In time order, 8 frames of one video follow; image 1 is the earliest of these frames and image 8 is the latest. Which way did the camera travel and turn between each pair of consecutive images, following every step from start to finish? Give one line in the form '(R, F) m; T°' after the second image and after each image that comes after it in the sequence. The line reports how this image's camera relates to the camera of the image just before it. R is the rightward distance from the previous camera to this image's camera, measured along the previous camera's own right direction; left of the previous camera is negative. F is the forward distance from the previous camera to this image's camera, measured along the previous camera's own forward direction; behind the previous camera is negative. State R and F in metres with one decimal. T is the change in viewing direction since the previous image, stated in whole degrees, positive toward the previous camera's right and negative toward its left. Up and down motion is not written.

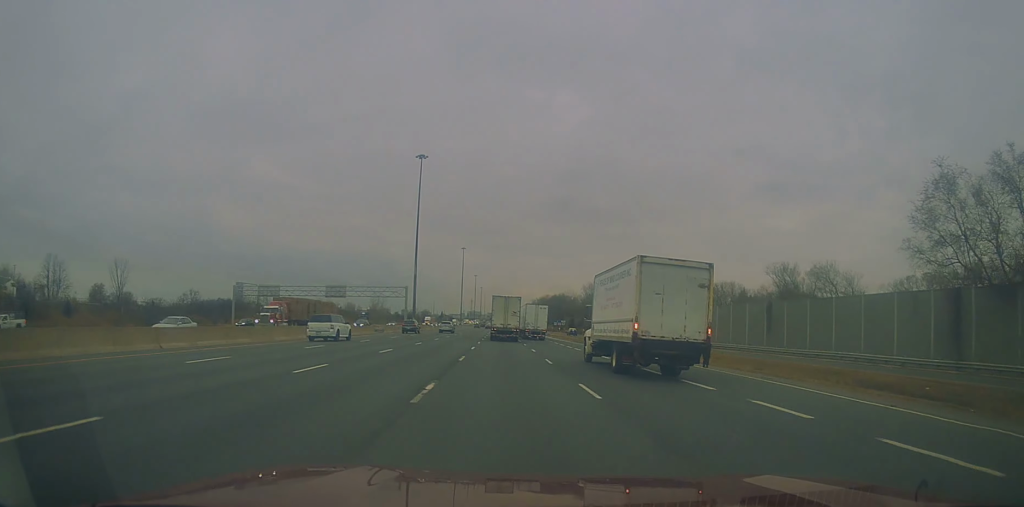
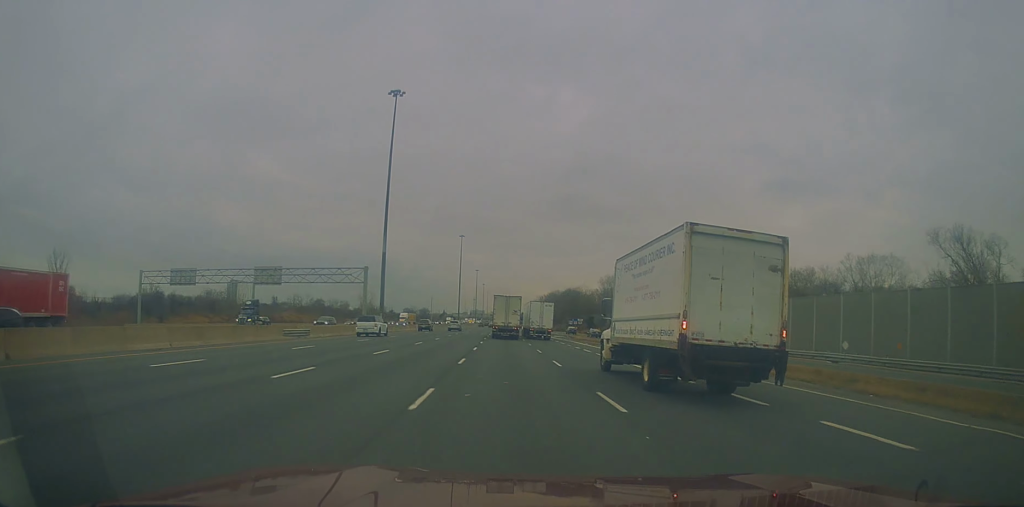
(+0.4, +35.3) m; 0°
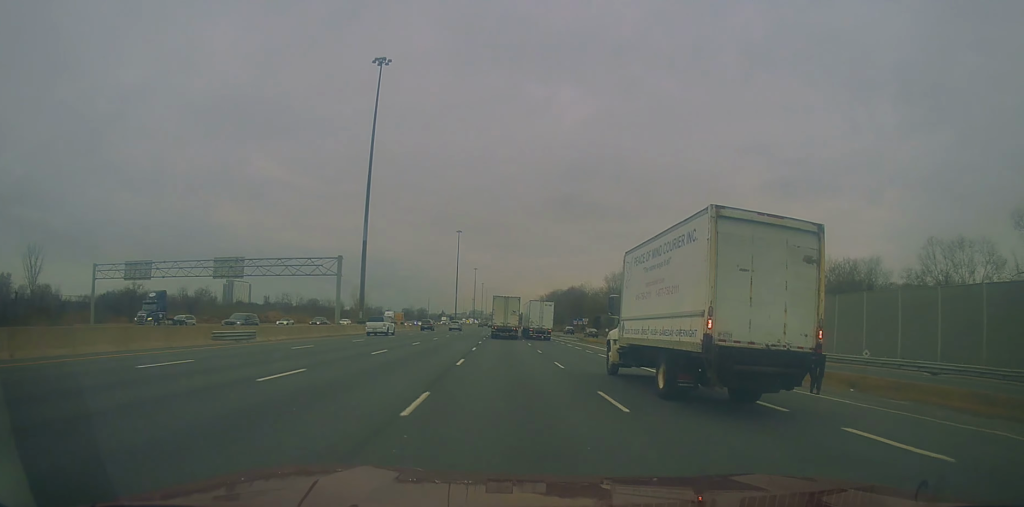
(+0.6, +11.8) m; -1°
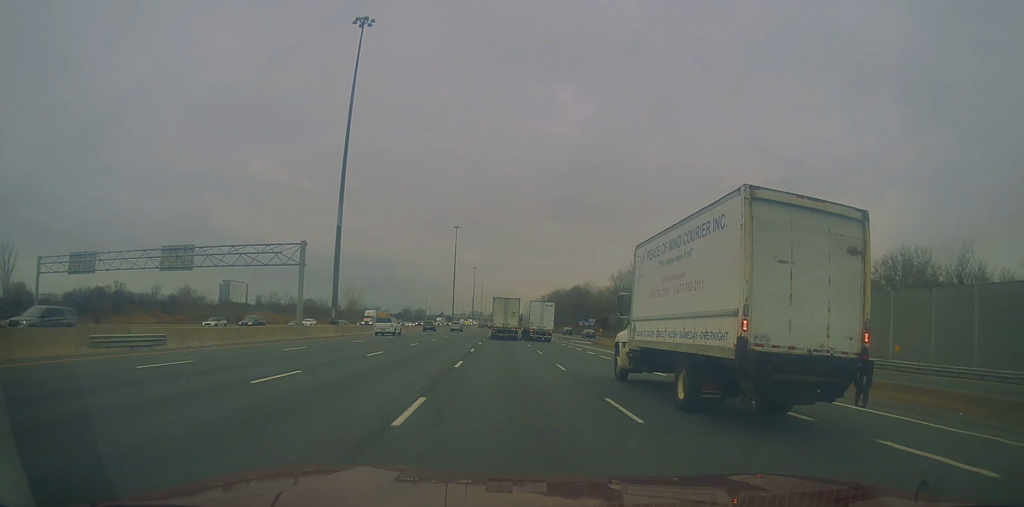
(-0.6, +11.8) m; -1°
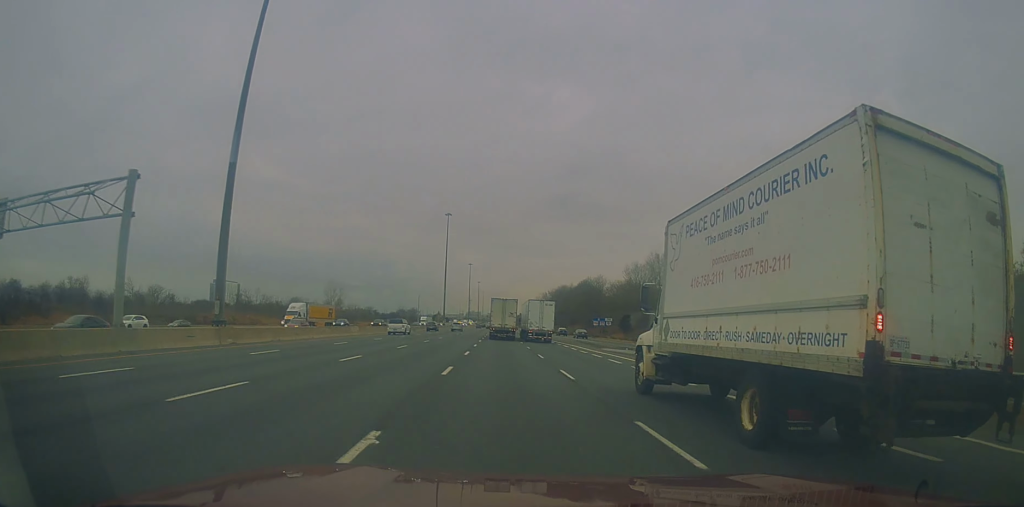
(-0.8, +25.4) m; -1°
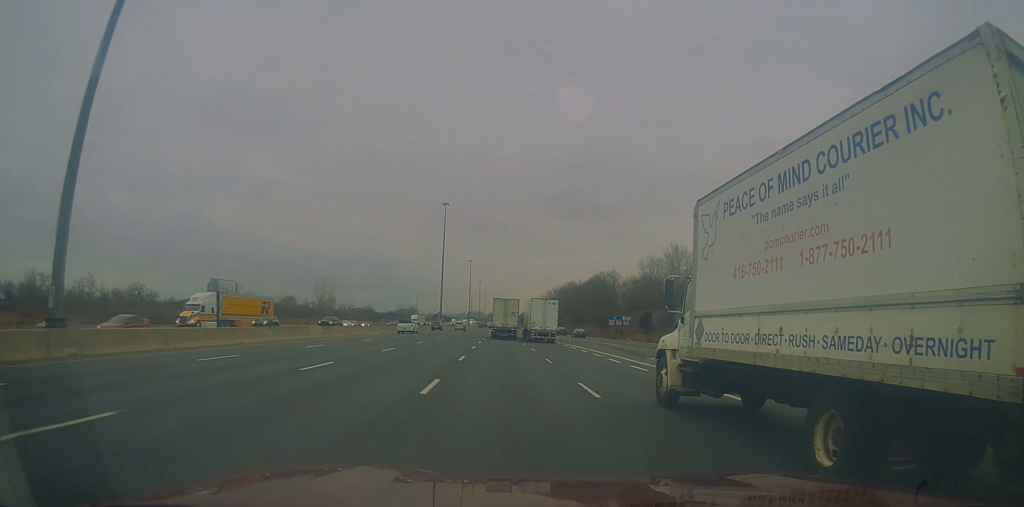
(+0.1, +15.4) m; +1°
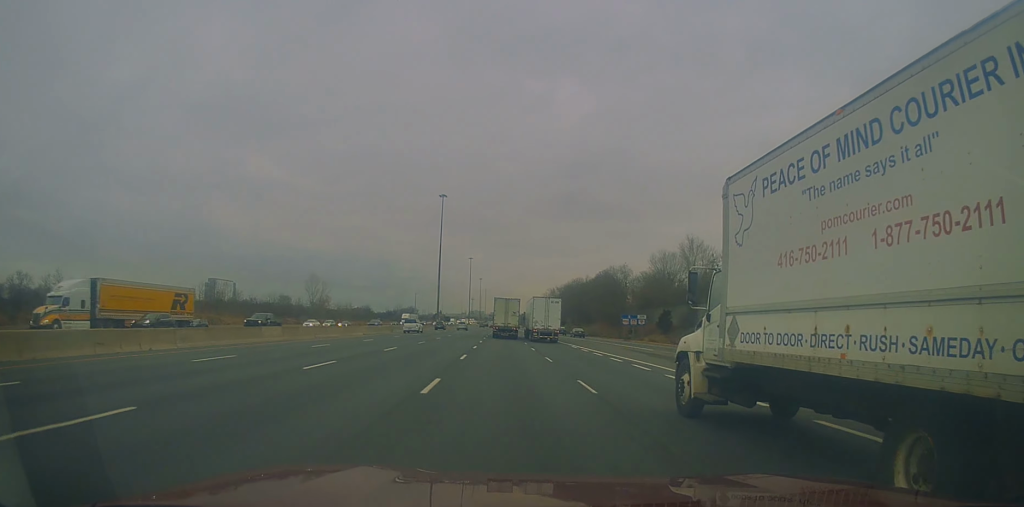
(+0.2, +10.9) m; +1°
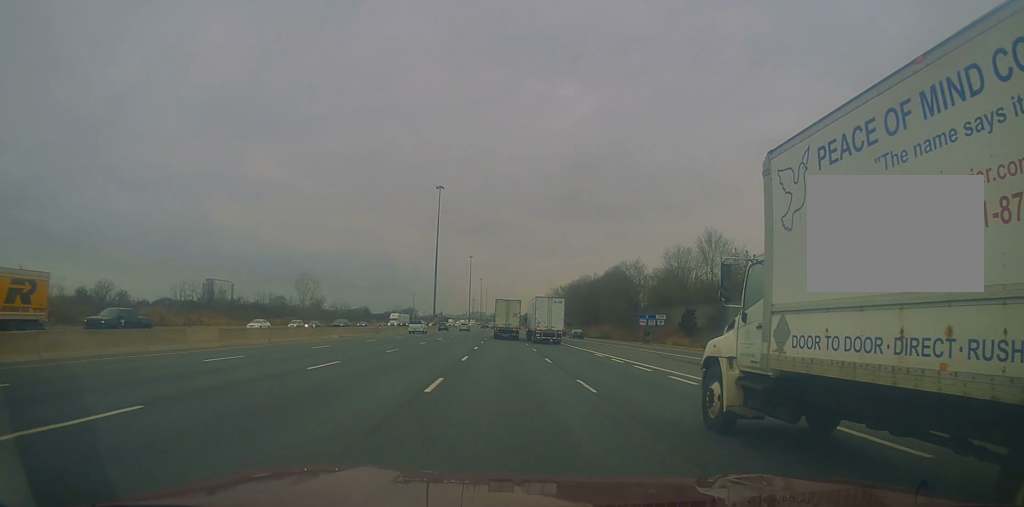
(+0.2, +11.0) m; 0°
